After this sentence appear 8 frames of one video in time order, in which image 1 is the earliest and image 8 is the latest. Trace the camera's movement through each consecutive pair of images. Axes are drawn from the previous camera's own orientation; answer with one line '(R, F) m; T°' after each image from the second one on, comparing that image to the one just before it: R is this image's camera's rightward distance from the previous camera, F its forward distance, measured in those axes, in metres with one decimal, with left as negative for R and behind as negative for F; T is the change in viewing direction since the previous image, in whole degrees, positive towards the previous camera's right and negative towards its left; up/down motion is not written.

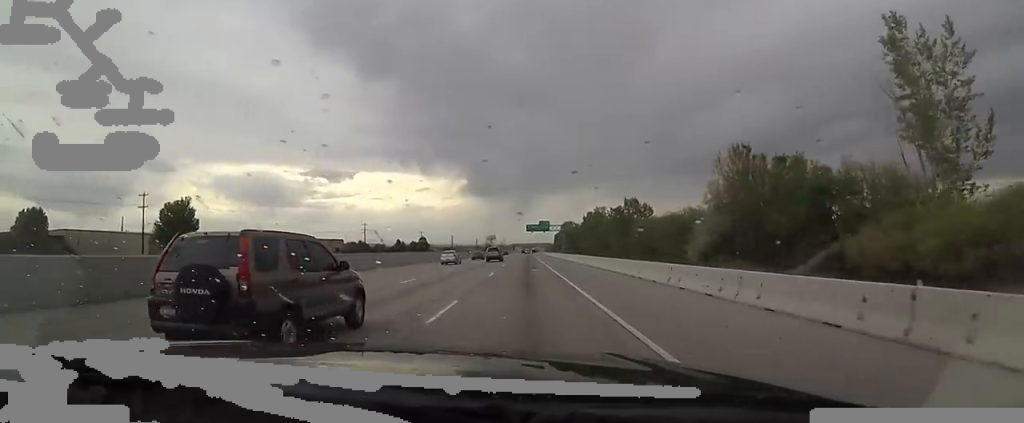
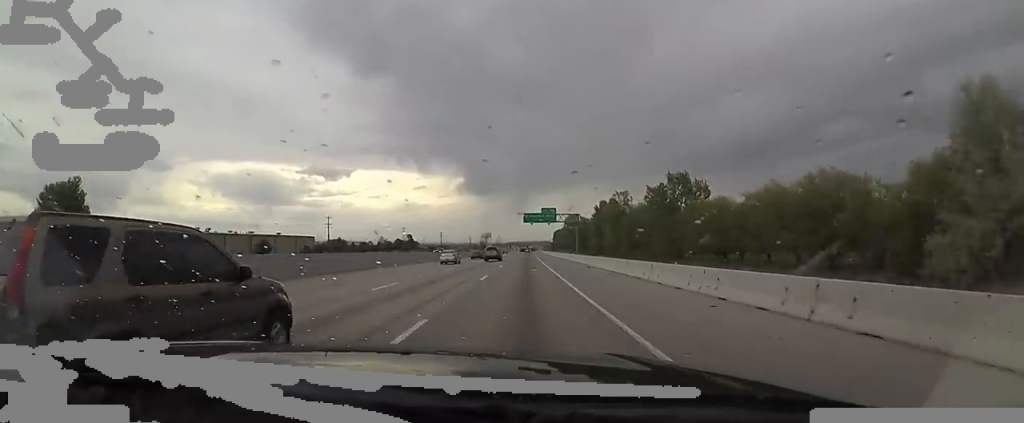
(+0.4, +33.9) m; +3°
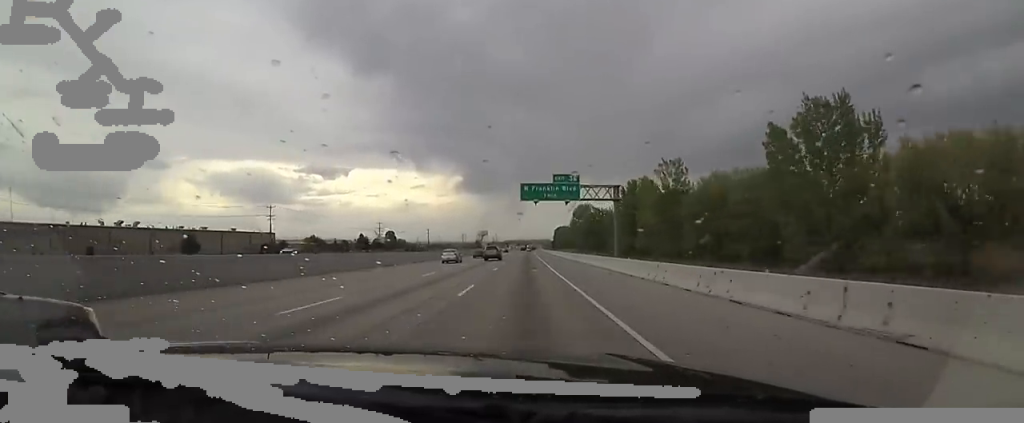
(+0.7, +37.5) m; 0°
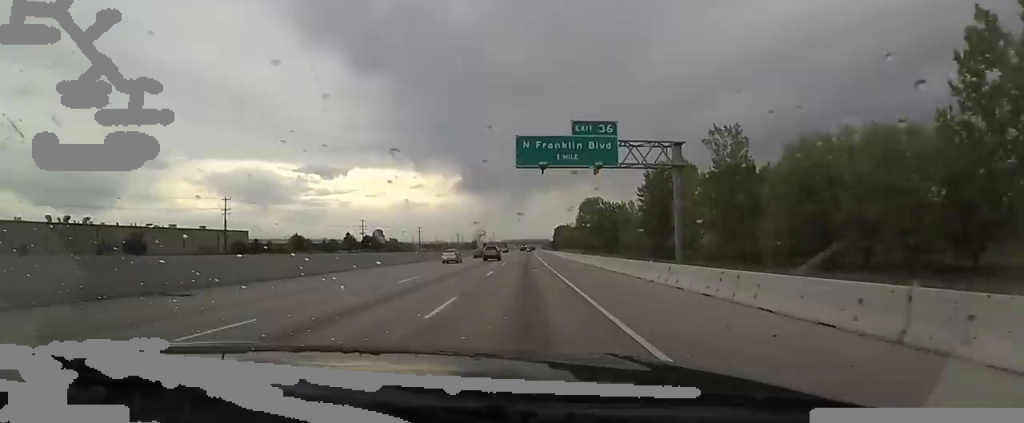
(-0.7, +20.3) m; 0°
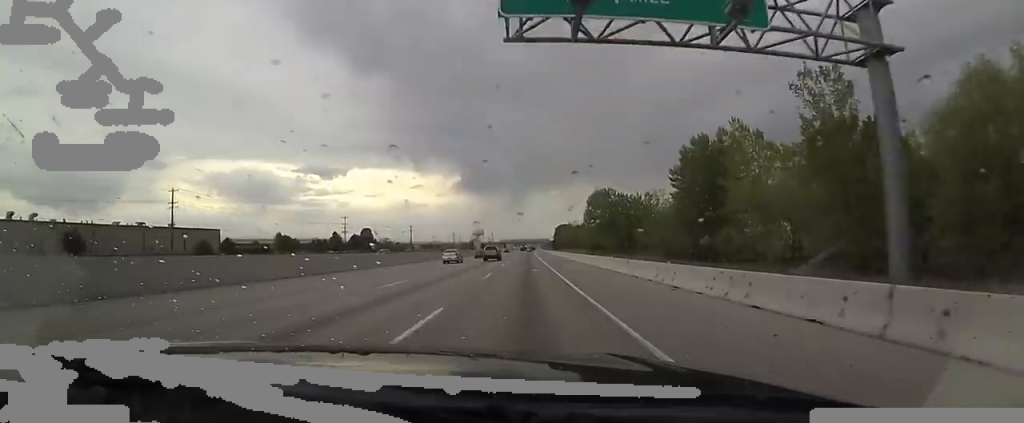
(+0.4, +18.0) m; 0°
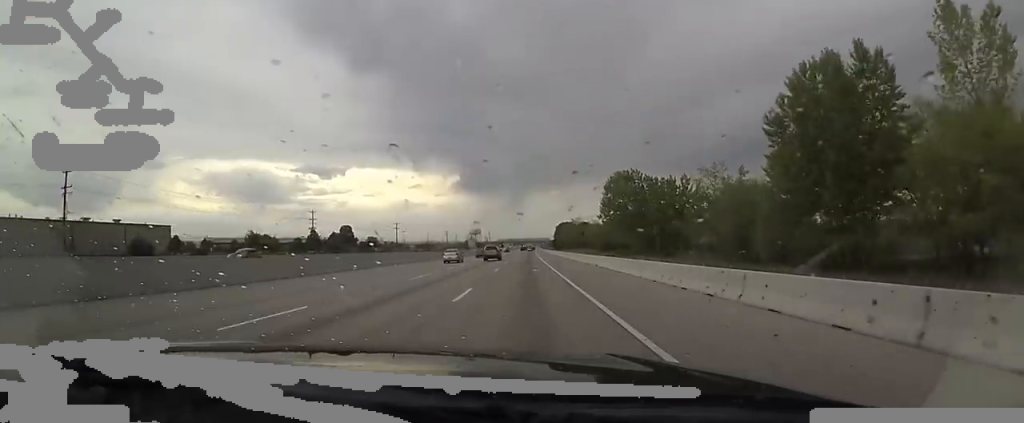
(+0.3, +25.1) m; 0°
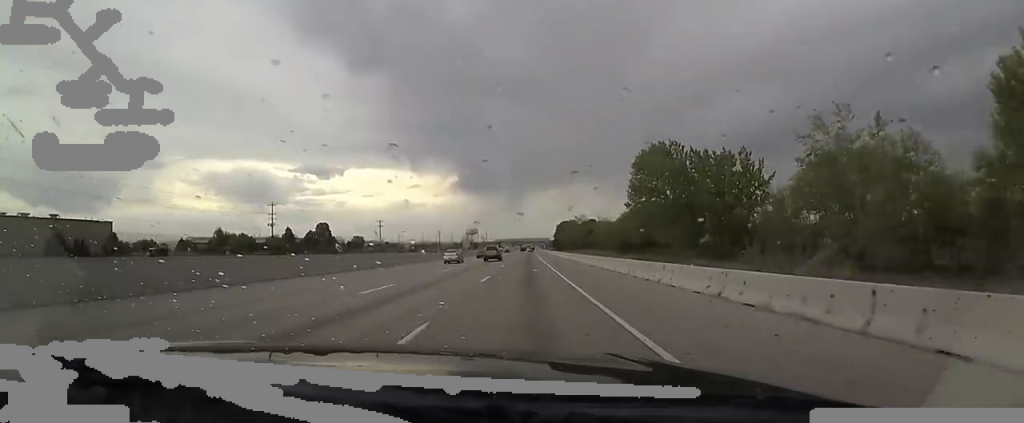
(-1.0, +22.6) m; 0°
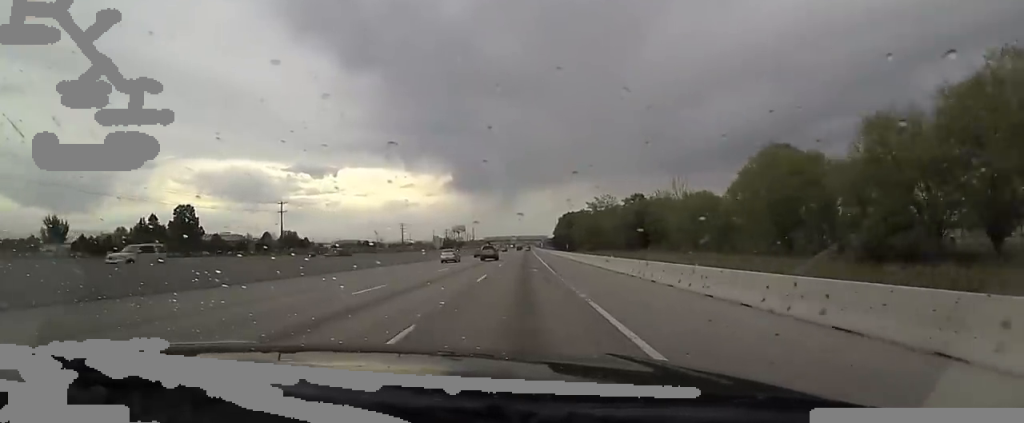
(+2.3, +75.2) m; 0°
